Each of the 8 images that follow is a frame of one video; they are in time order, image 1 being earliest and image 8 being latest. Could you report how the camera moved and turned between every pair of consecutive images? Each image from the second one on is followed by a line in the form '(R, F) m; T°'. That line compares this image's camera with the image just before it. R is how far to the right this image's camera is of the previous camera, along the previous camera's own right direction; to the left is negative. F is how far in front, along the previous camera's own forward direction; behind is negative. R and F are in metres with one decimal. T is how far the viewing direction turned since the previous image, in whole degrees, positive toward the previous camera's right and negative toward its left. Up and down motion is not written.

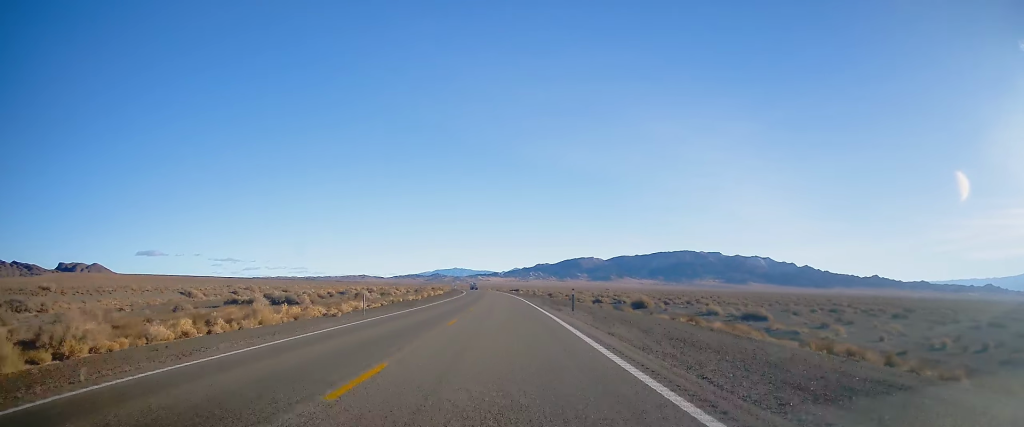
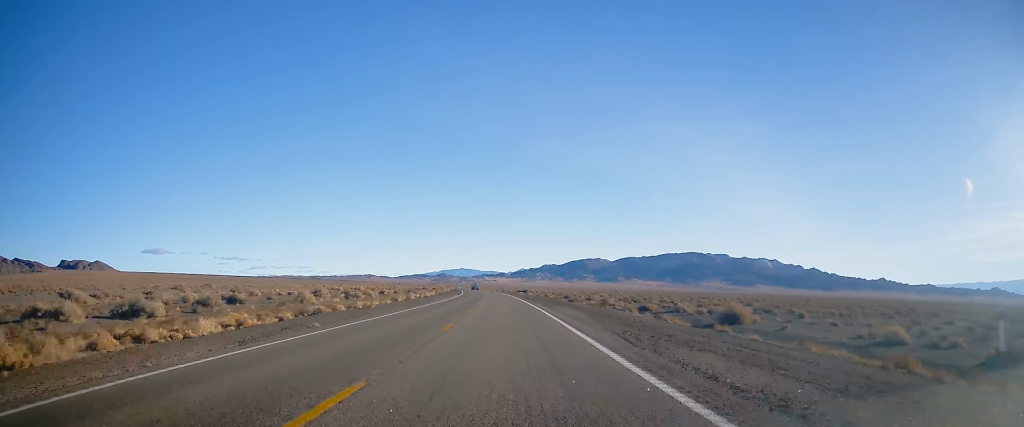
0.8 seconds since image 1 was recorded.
(-0.1, +26.8) m; -1°
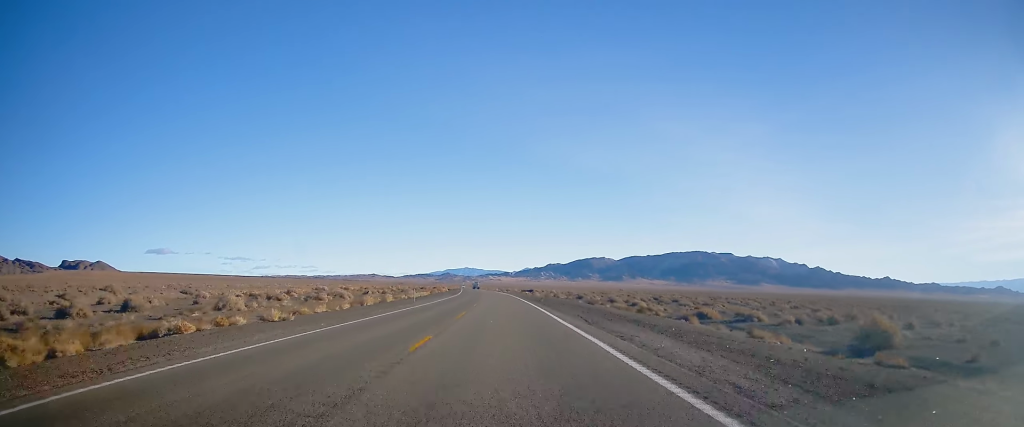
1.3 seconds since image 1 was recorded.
(+0.1, +17.5) m; -1°
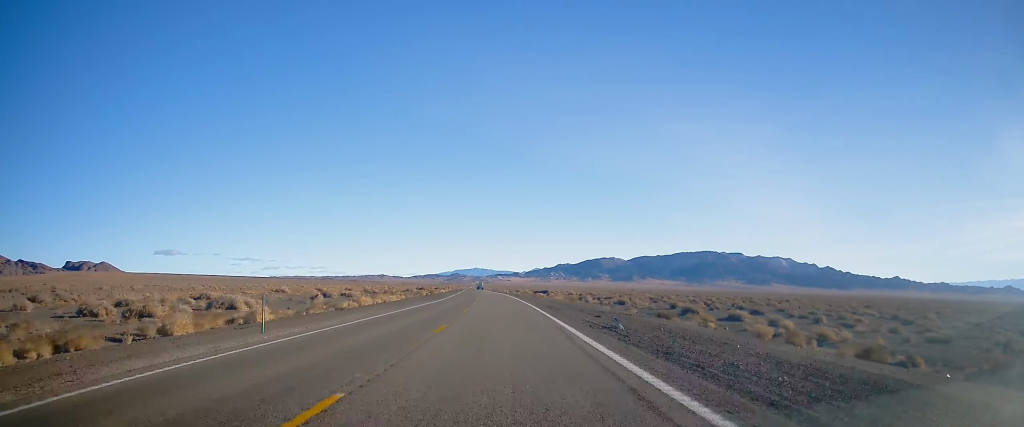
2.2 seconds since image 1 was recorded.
(-0.7, +32.2) m; -1°
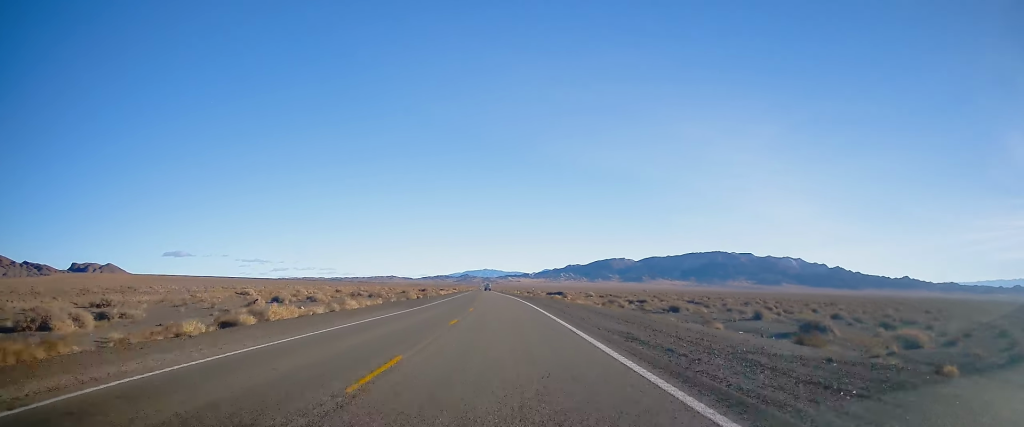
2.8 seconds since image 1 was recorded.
(0.0, +20.6) m; 0°
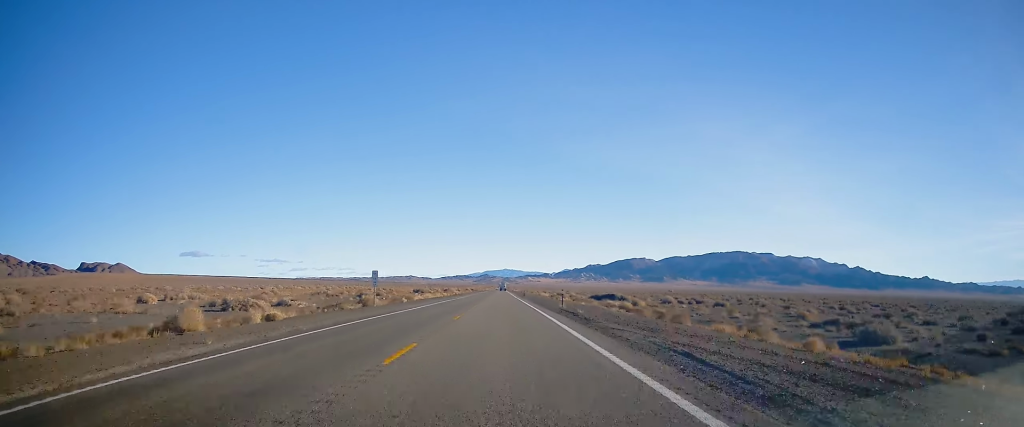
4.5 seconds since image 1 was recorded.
(-0.6, +58.3) m; -1°
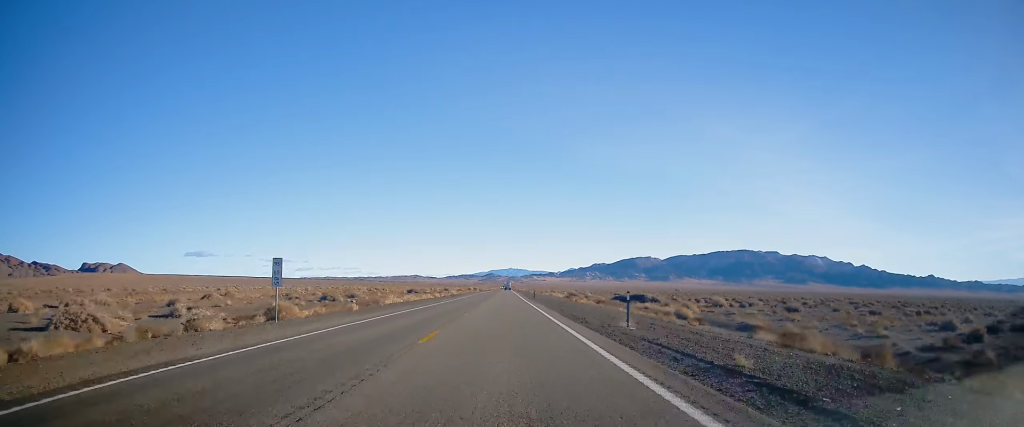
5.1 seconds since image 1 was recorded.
(+0.2, +20.7) m; -1°
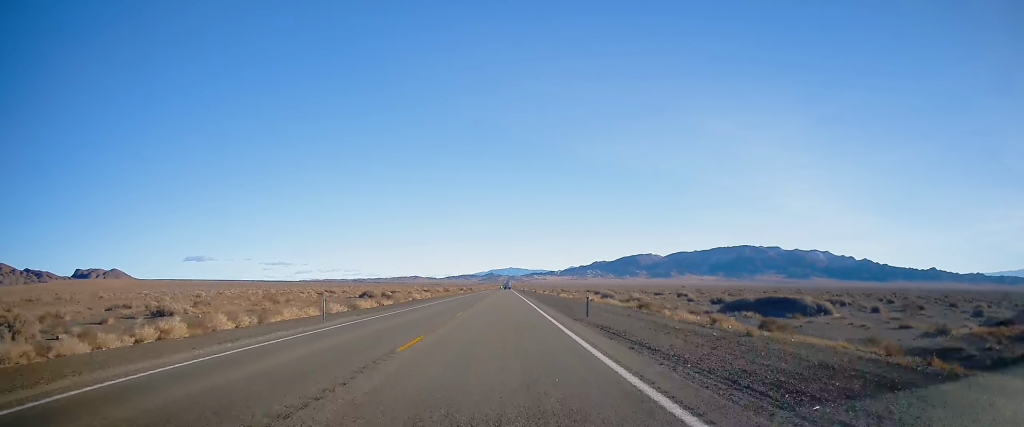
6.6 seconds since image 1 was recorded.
(-0.7, +50.5) m; 0°
